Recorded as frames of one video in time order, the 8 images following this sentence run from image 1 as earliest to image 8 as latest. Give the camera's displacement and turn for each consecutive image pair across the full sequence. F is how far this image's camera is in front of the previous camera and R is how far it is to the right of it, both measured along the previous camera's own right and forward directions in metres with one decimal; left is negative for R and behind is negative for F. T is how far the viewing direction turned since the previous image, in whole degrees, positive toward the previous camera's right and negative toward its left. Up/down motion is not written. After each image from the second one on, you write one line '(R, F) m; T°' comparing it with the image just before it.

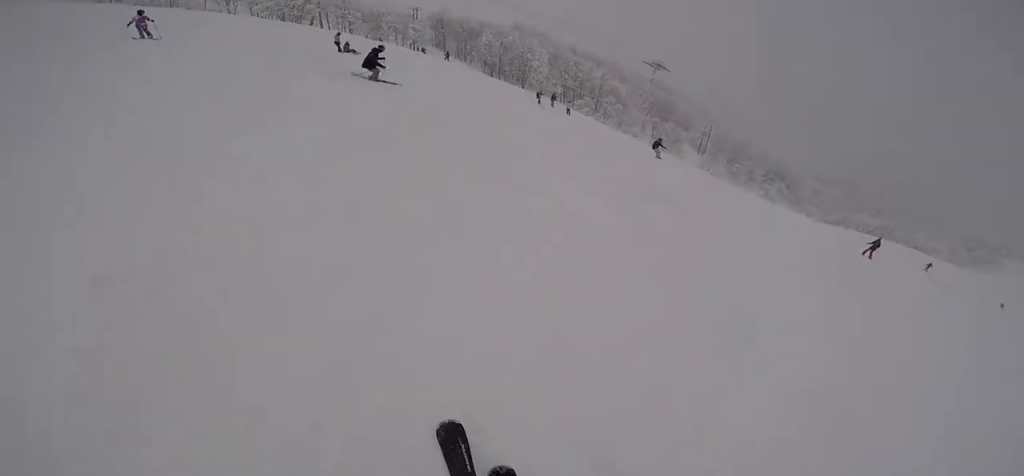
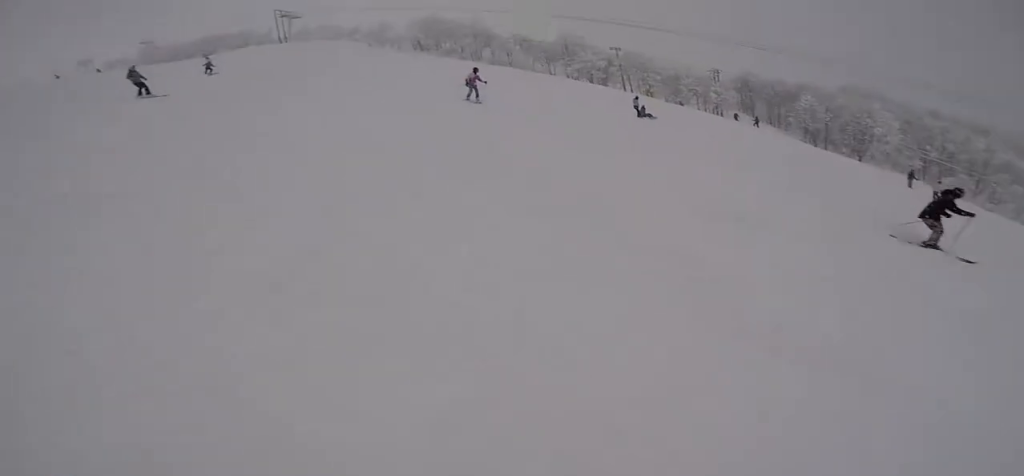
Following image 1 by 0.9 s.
(-0.1, +2.0) m; -4°
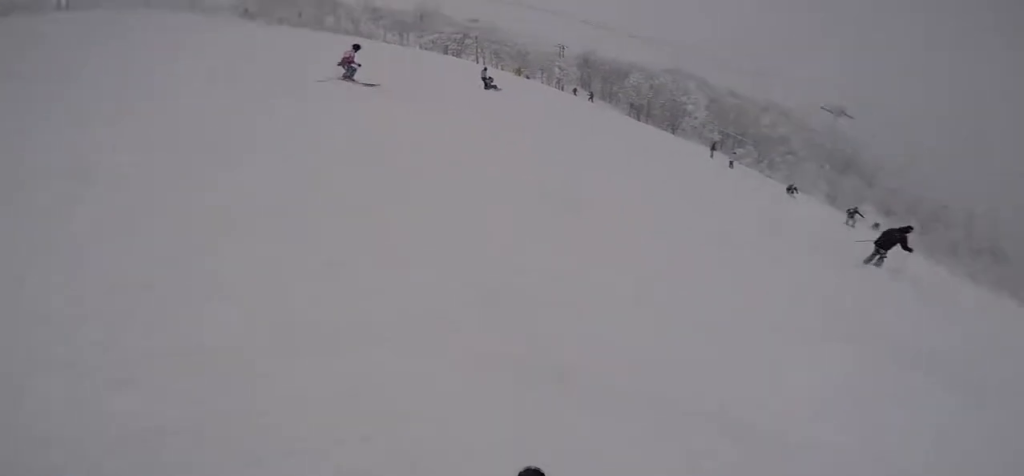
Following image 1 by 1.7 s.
(0.0, +1.3) m; +11°
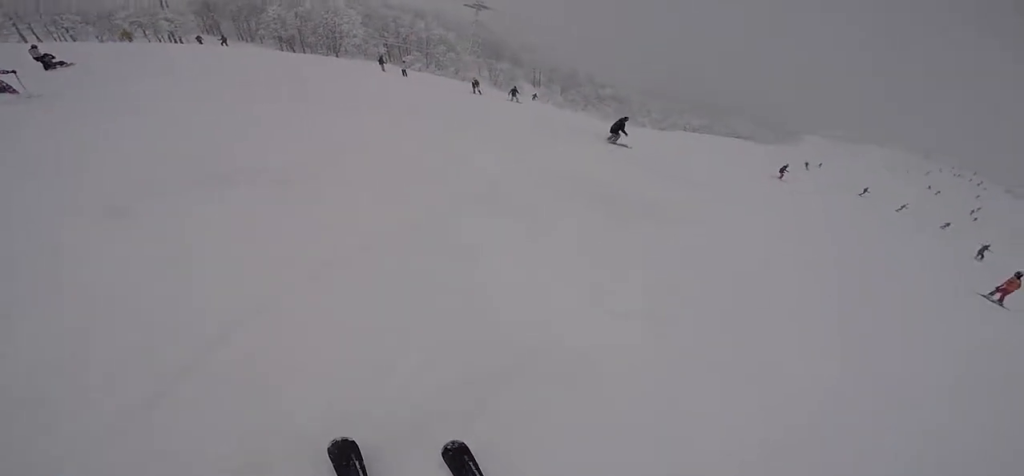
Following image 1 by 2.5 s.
(+0.2, +1.3) m; +14°
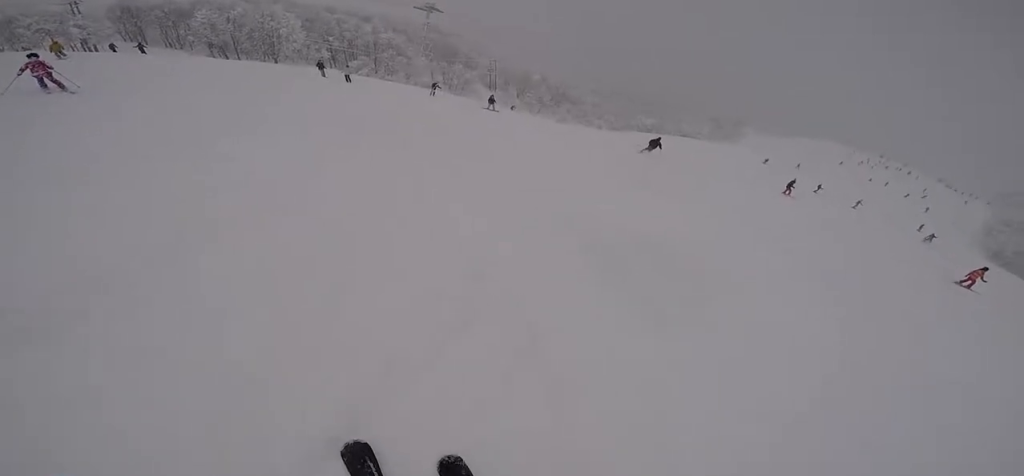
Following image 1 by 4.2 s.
(+1.0, +3.3) m; +44°
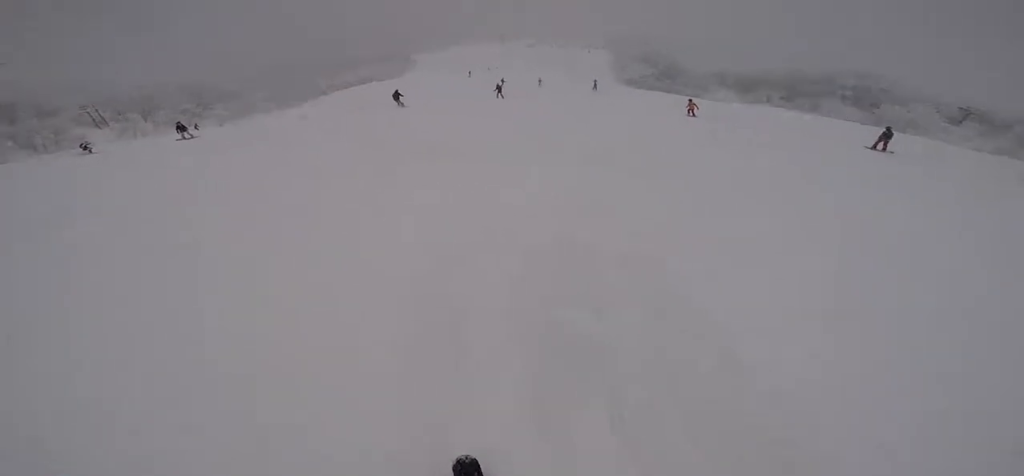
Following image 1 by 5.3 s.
(+1.1, +2.9) m; +33°
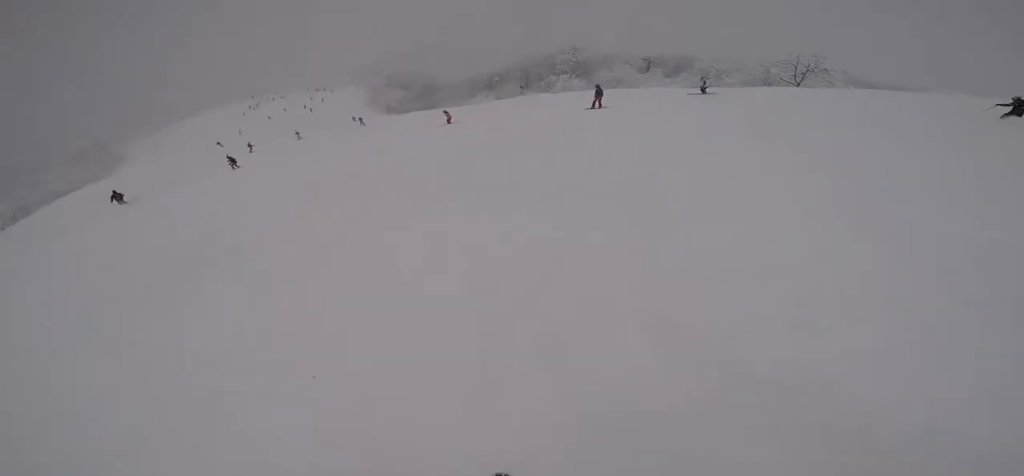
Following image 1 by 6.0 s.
(0.0, +2.0) m; +18°
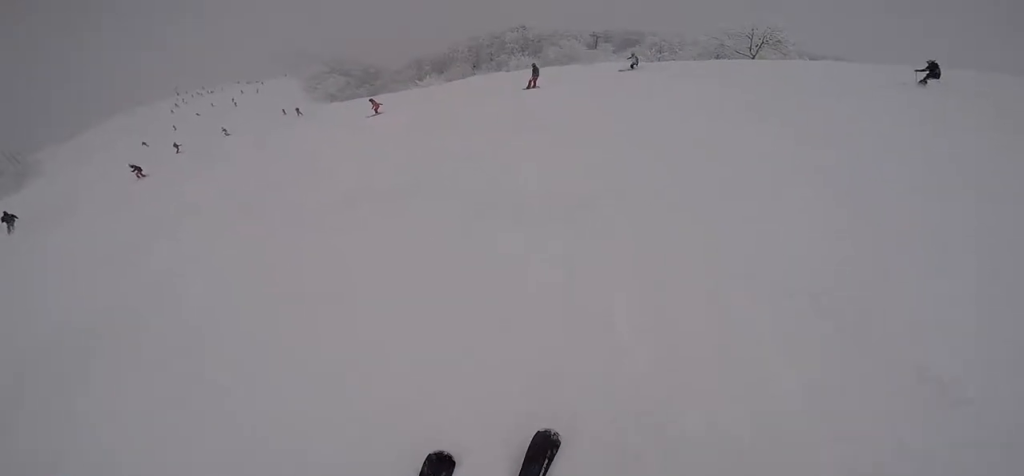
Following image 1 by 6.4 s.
(+0.3, +1.5) m; +4°
